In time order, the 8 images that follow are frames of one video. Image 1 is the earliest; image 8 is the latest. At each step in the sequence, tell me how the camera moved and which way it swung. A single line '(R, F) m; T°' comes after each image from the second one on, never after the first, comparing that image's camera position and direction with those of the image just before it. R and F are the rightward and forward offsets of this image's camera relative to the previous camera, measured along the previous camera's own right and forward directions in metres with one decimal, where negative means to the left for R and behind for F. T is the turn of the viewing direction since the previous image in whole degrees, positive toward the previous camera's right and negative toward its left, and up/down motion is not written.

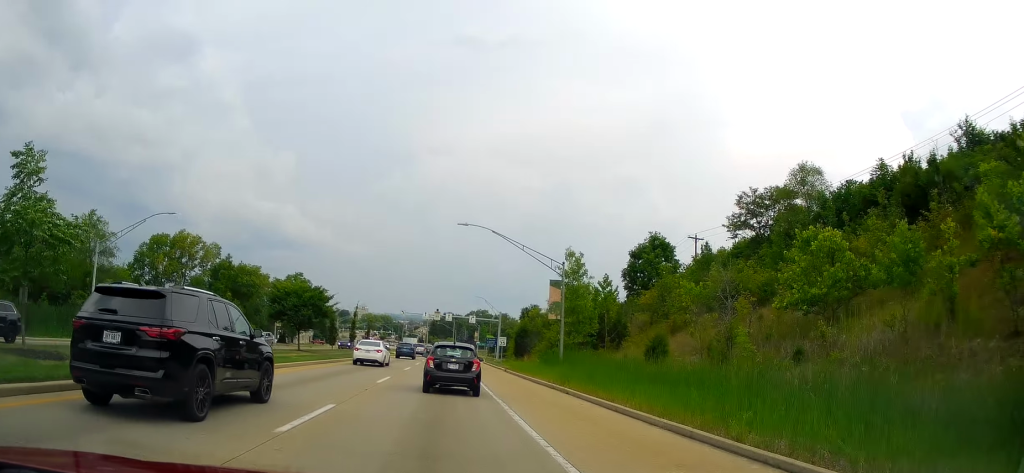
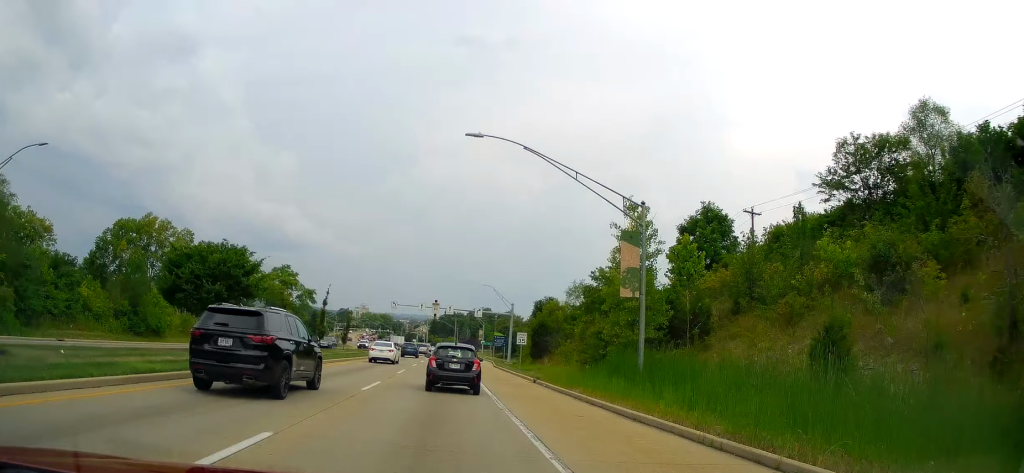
(-0.7, +15.5) m; -1°
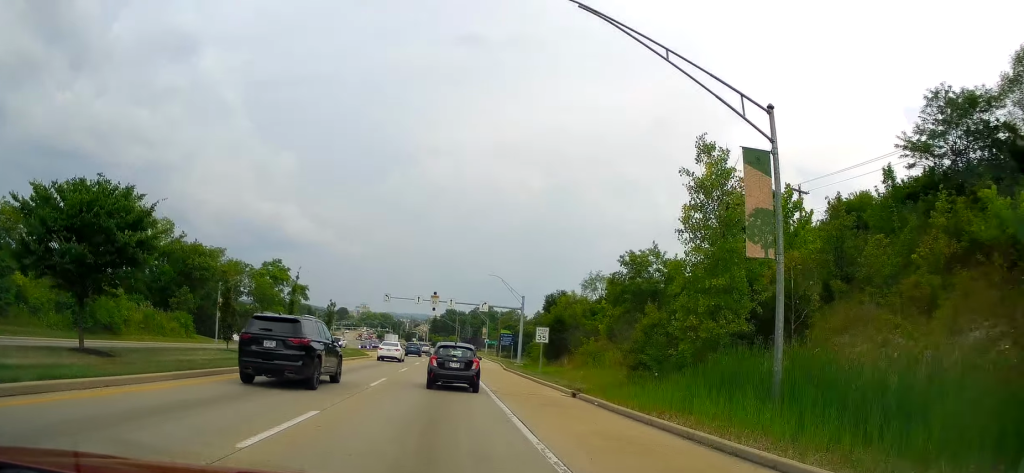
(+0.3, +9.5) m; +1°
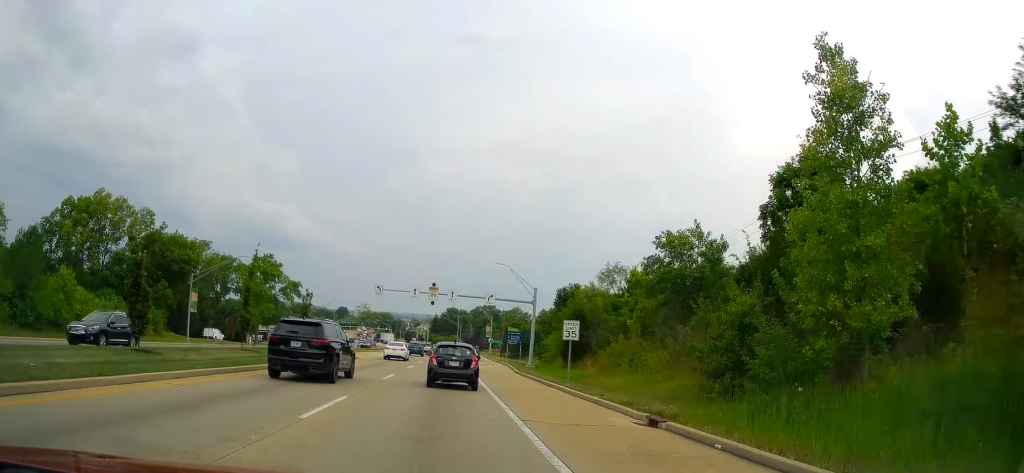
(-0.1, +8.2) m; -1°
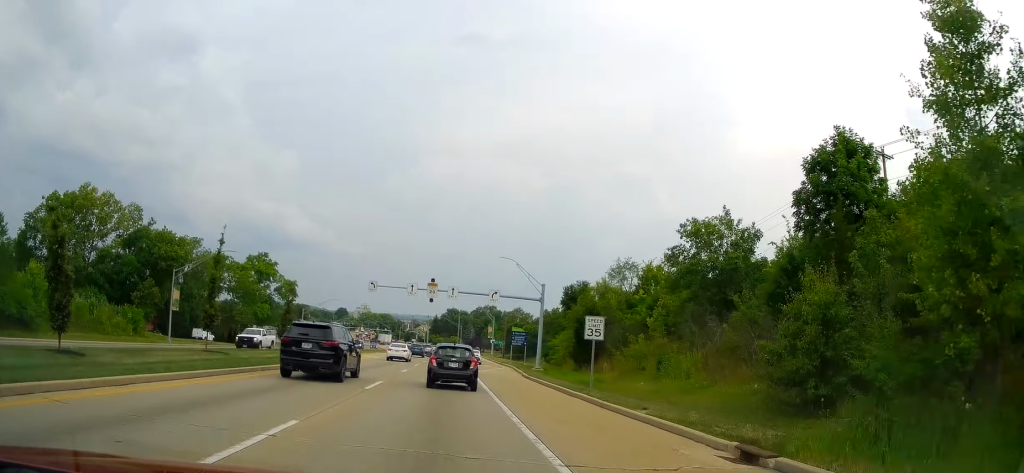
(-0.2, +4.4) m; -1°
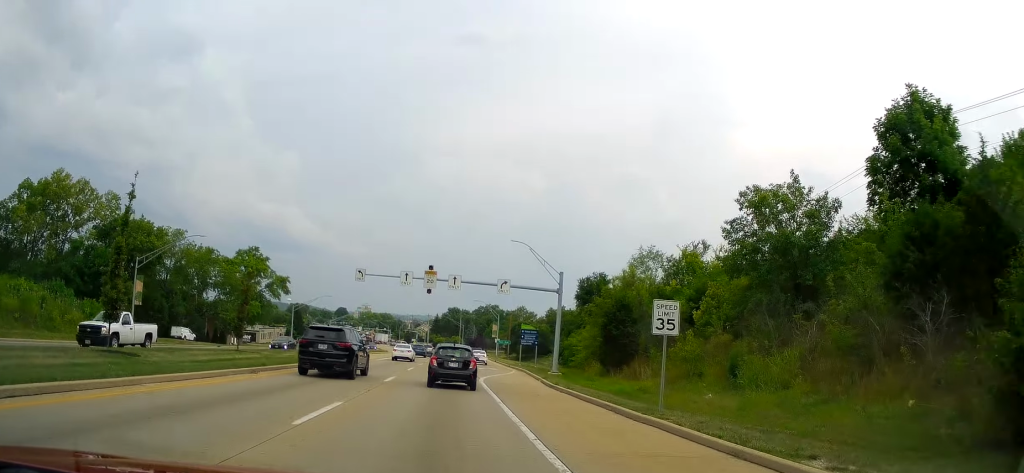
(+0.1, +7.7) m; 0°
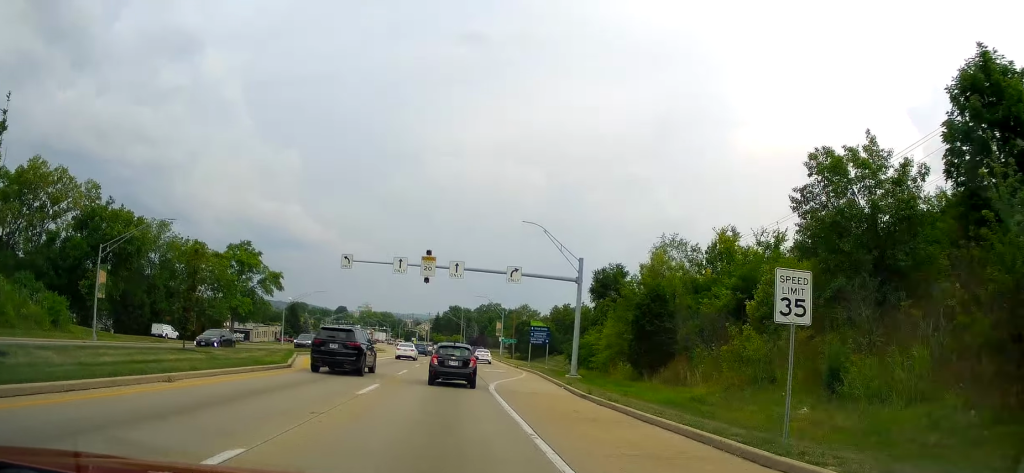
(0.0, +6.1) m; 0°
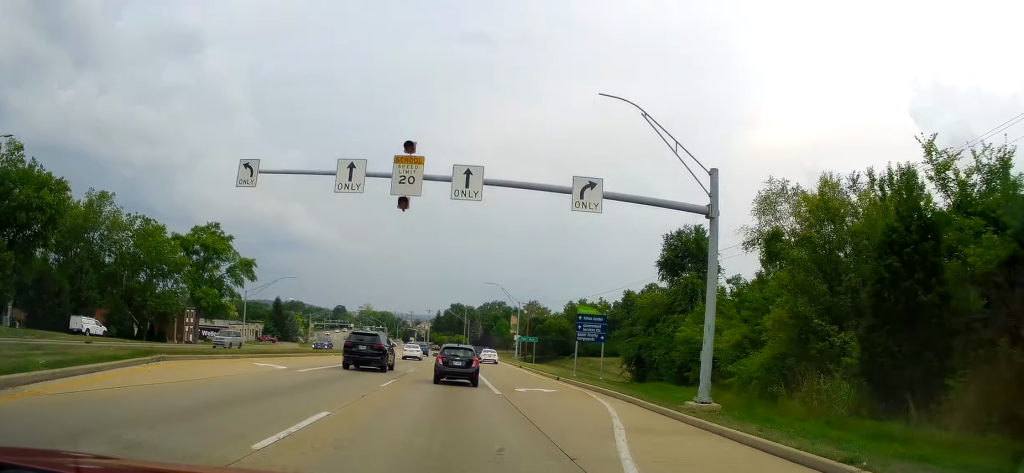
(0.0, +19.1) m; -1°
